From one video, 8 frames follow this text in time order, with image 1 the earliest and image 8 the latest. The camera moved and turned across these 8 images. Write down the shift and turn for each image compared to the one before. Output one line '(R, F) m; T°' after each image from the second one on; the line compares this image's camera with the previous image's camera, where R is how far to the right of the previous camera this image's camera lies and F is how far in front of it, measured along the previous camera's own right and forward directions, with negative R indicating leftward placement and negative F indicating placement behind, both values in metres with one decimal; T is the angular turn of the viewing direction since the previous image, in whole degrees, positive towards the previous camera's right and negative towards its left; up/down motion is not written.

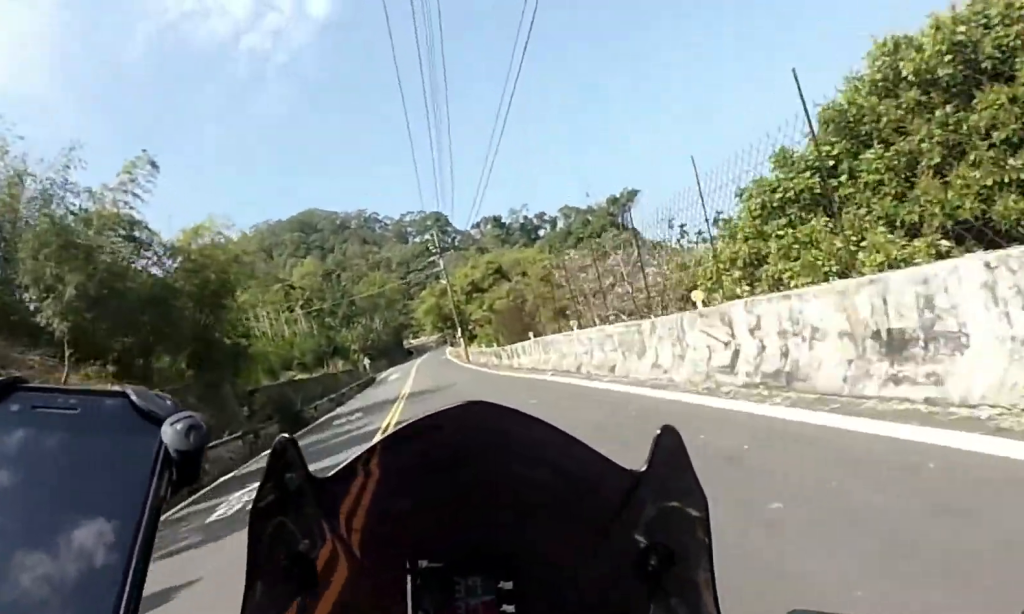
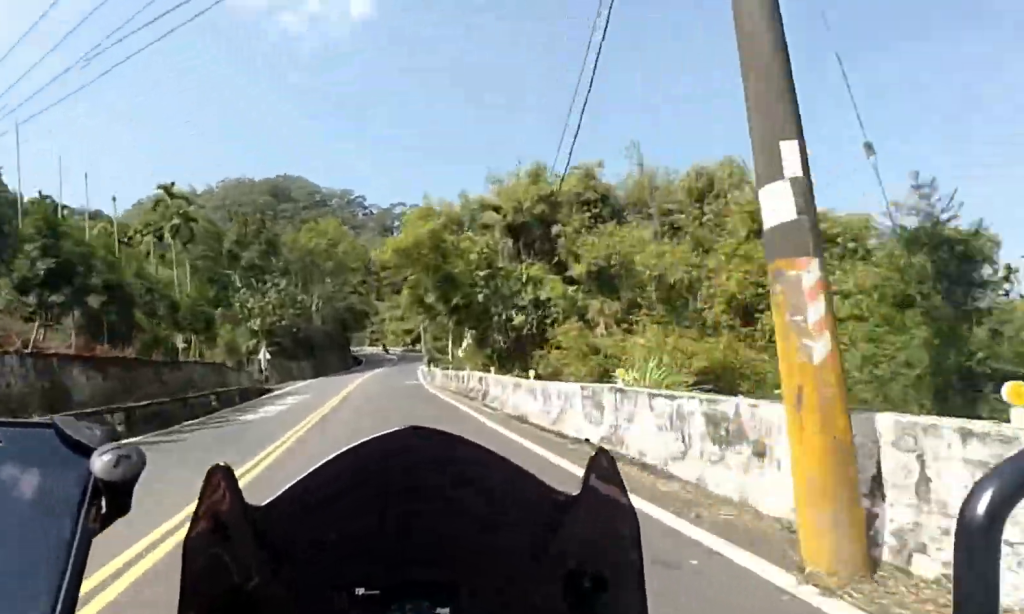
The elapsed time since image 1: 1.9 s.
(+3.1, +30.9) m; +6°
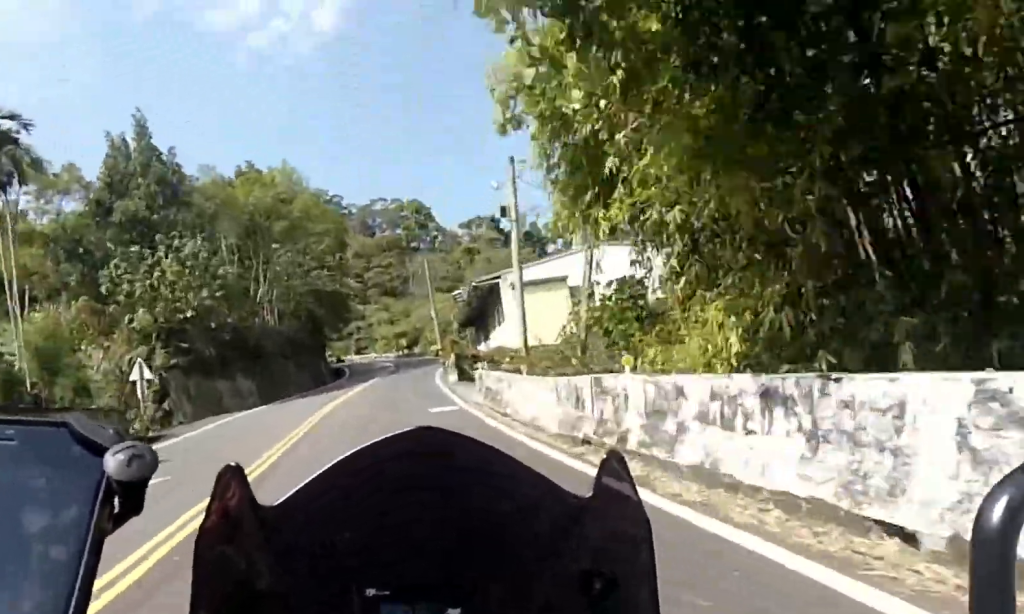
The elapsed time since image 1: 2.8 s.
(0.0, +15.4) m; 0°
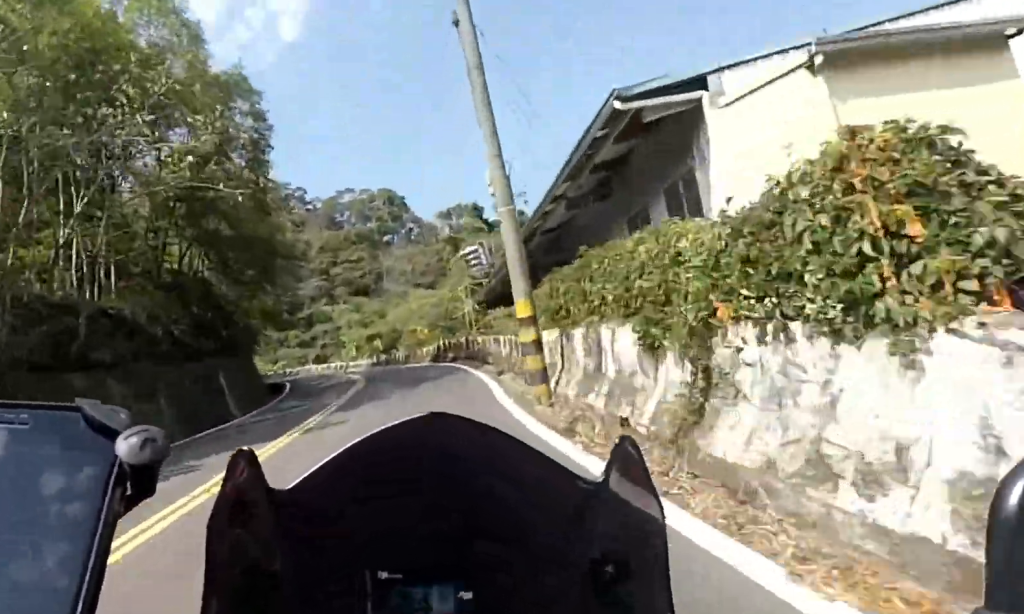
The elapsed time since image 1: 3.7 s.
(0.0, +17.5) m; 0°
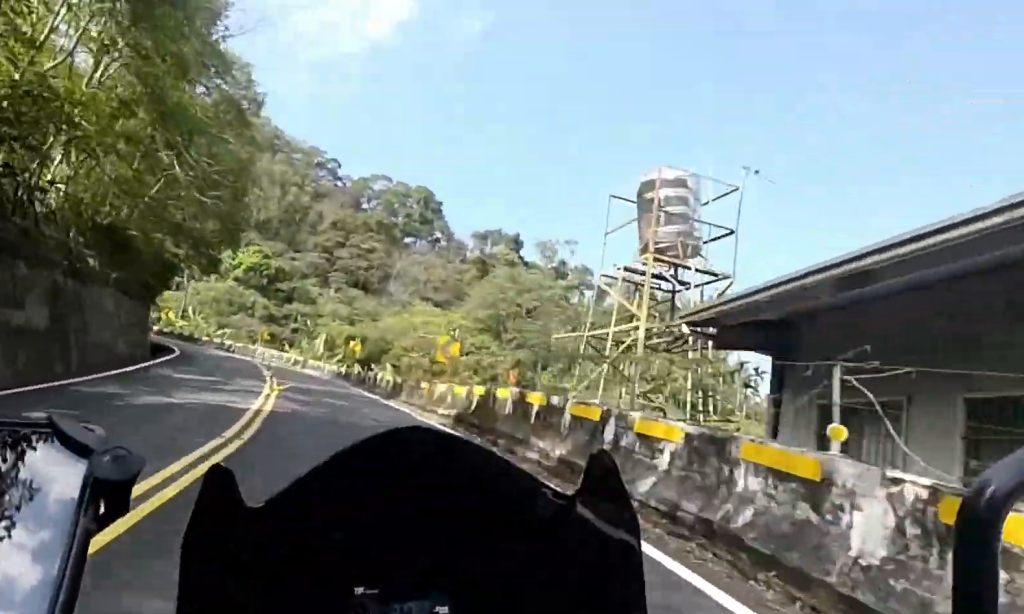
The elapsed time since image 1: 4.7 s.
(0.0, +17.9) m; 0°
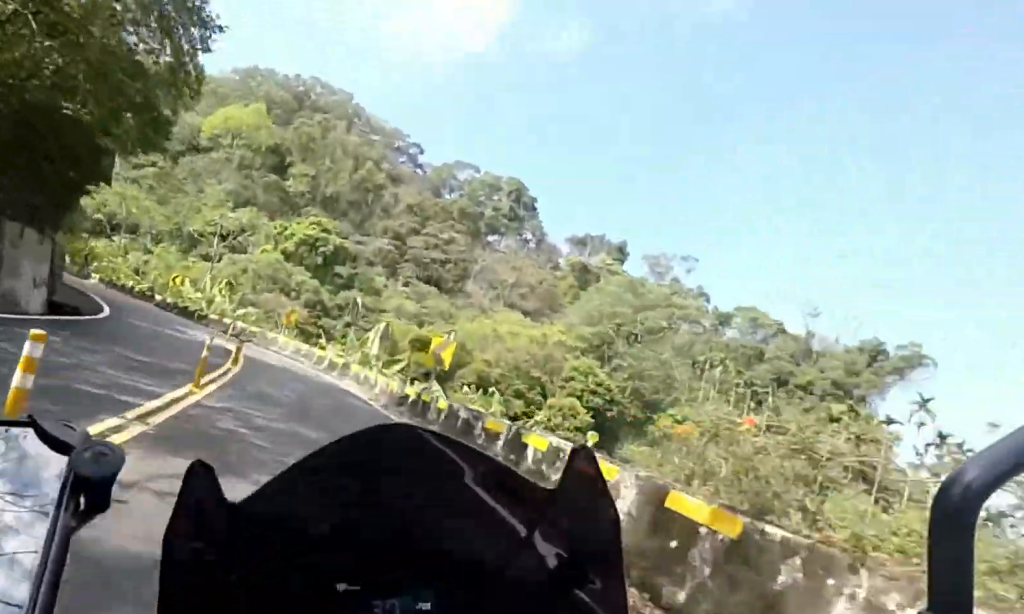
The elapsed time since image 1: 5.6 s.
(0.0, +18.4) m; 0°
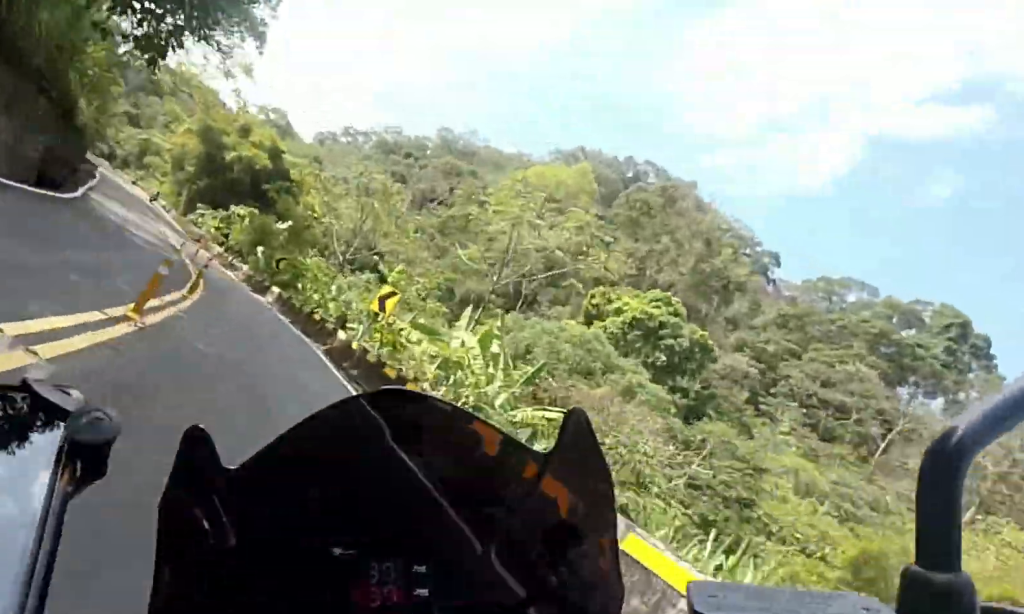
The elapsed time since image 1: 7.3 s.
(-0.3, +34.3) m; -9°
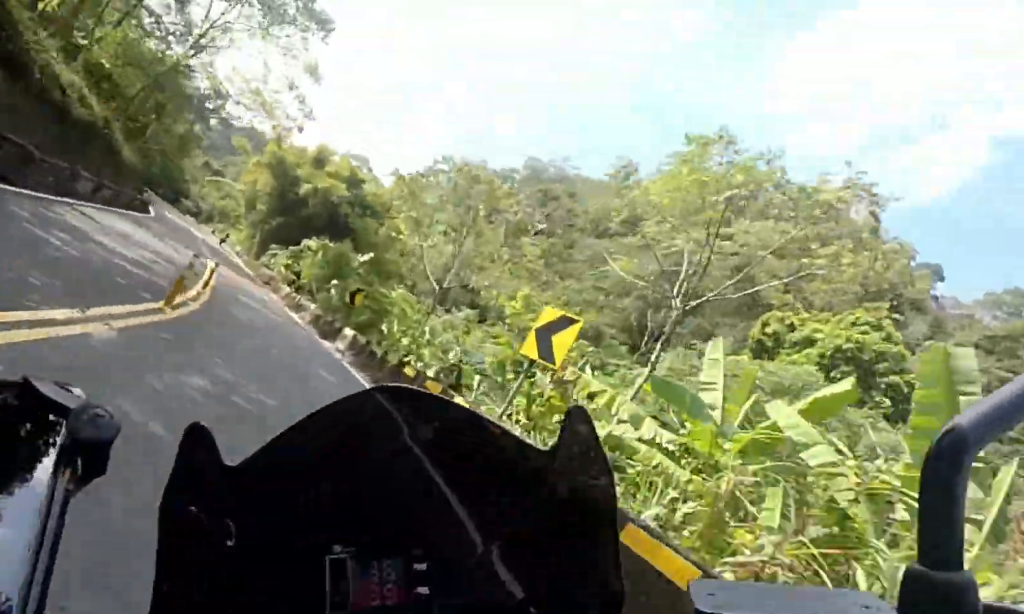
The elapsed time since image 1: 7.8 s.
(+1.1, +10.1) m; -16°
